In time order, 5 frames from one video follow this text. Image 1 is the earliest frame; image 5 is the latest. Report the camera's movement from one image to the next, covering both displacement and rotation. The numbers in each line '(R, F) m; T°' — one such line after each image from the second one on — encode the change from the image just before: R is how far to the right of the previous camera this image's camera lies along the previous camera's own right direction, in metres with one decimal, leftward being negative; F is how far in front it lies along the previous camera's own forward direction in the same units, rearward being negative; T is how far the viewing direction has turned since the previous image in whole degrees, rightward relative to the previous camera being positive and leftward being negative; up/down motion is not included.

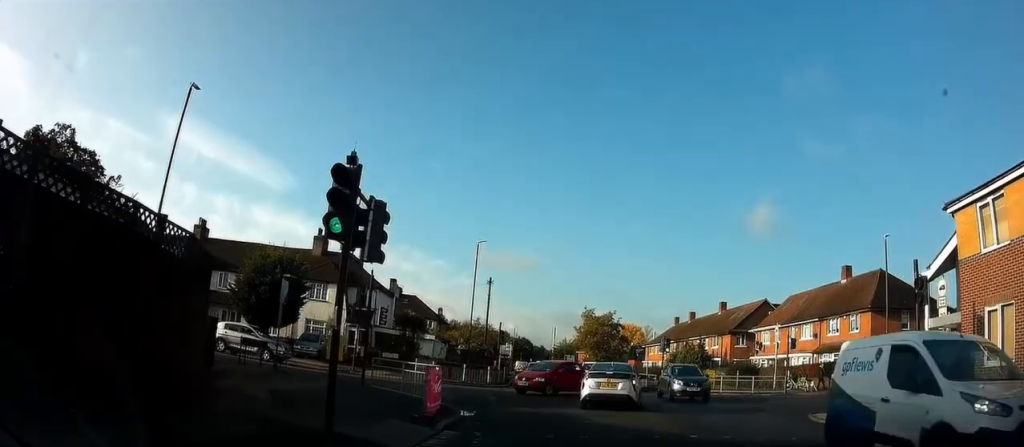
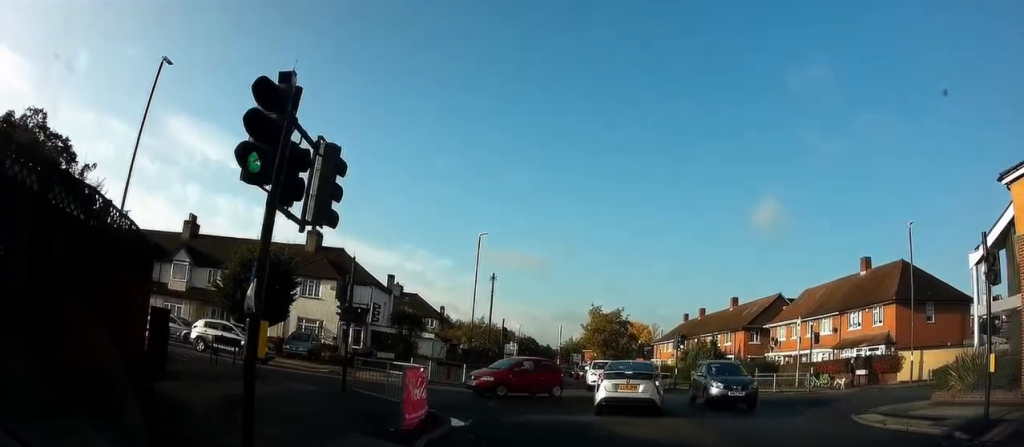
(0.0, +2.7) m; -2°
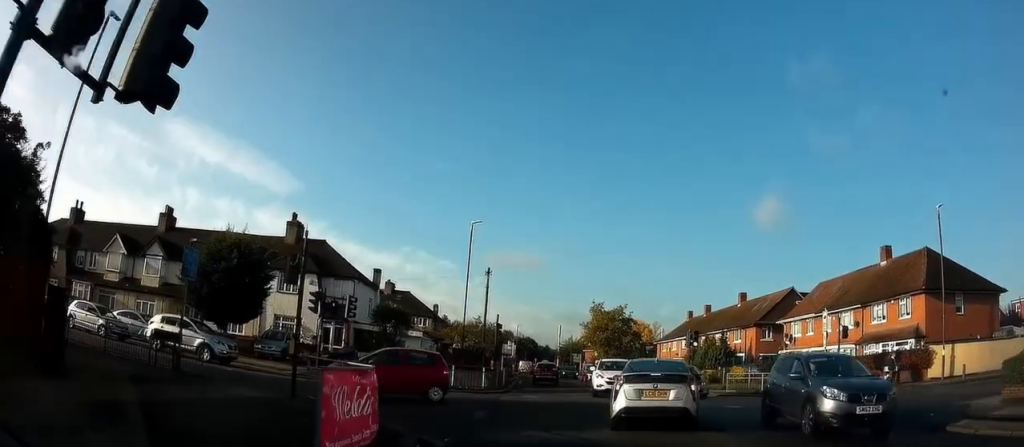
(-0.1, +4.0) m; -4°
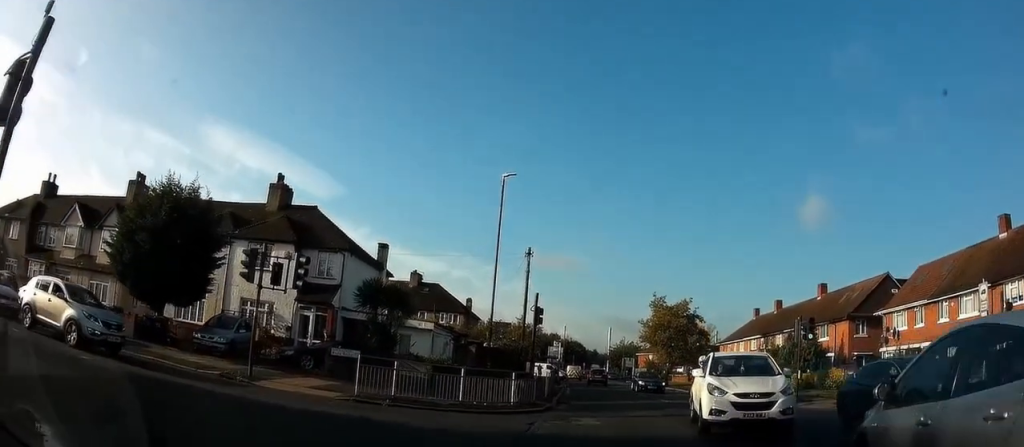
(-0.5, +11.1) m; -1°
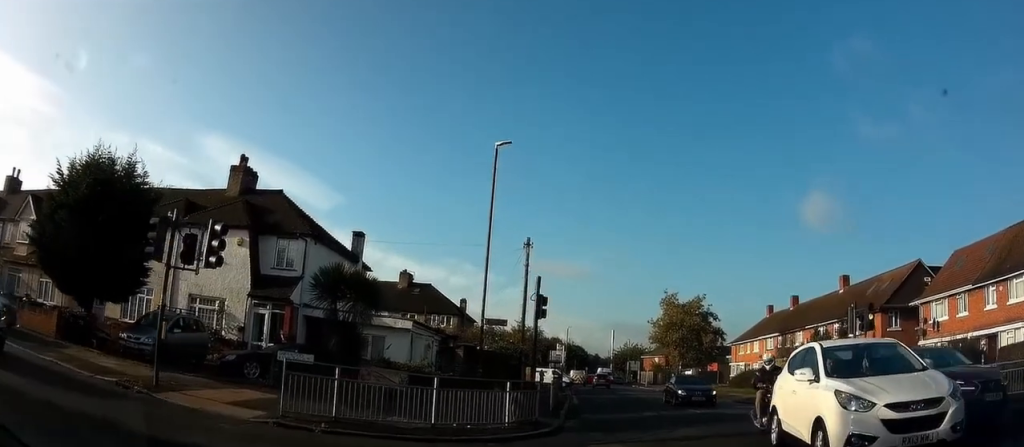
(0.0, +5.2) m; +1°
